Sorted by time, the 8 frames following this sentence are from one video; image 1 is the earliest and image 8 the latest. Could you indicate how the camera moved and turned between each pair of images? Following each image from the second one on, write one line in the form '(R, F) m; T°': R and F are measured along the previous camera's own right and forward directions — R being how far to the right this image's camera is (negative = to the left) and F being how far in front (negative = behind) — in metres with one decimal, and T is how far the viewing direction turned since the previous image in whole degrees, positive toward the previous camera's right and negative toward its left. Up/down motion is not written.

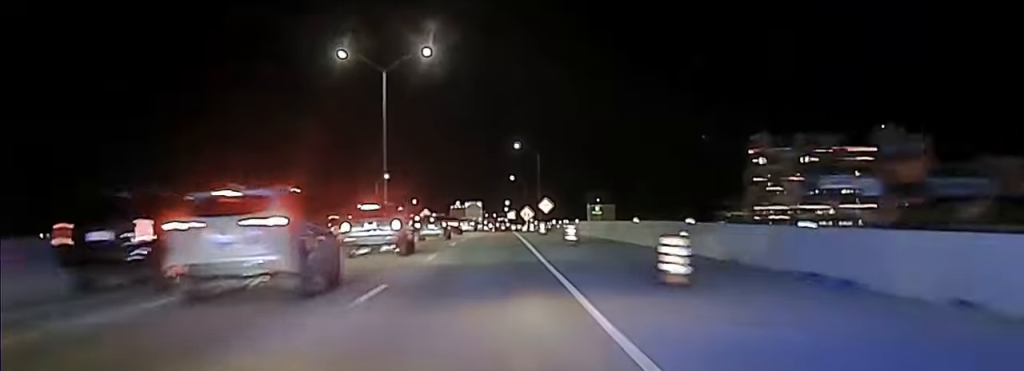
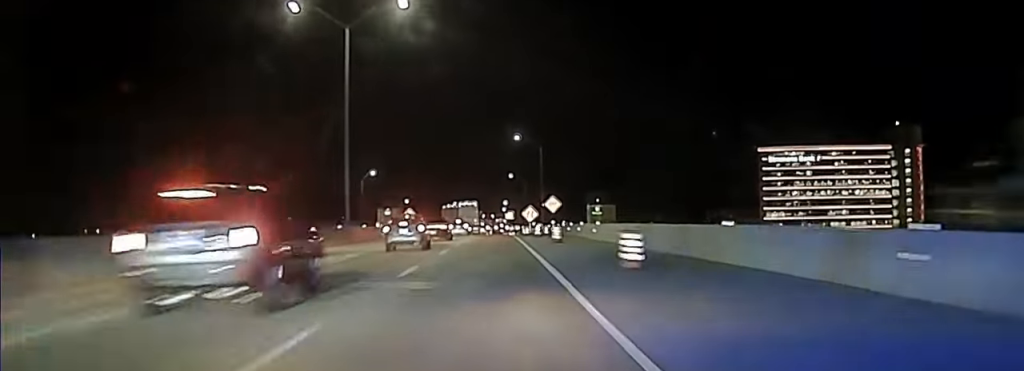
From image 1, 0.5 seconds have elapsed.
(+0.1, +19.6) m; 0°
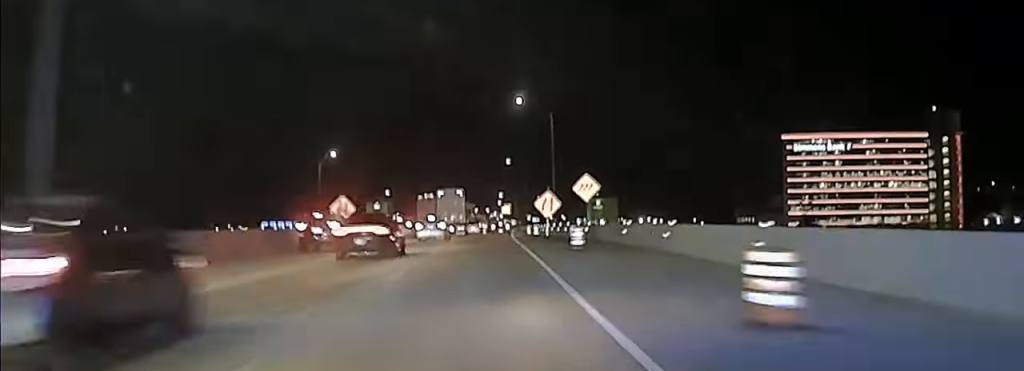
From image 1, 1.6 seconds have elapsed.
(-0.1, +41.4) m; 0°
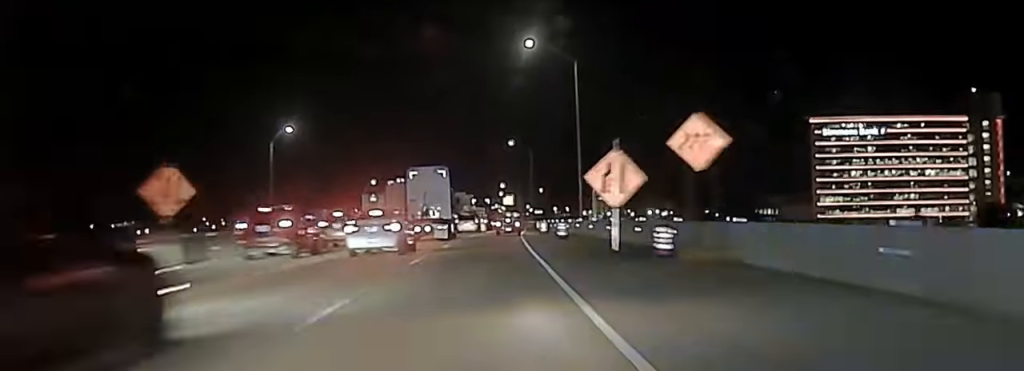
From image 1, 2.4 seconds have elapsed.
(+0.1, +29.1) m; 0°
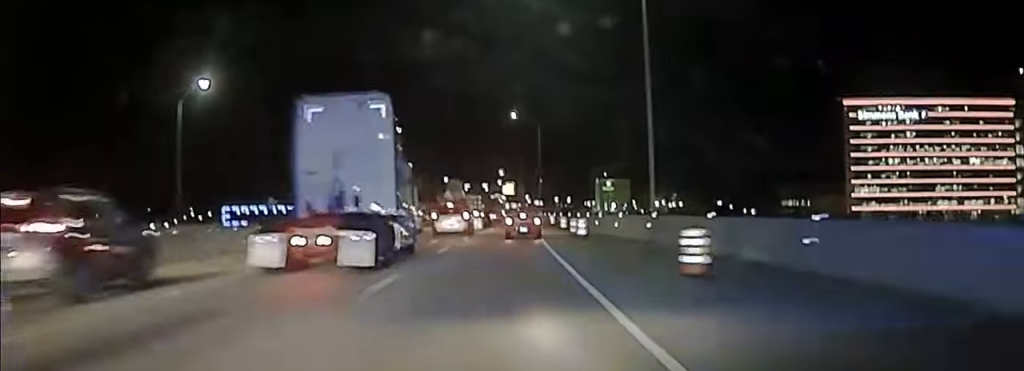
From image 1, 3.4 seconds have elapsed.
(+0.2, +30.6) m; 0°
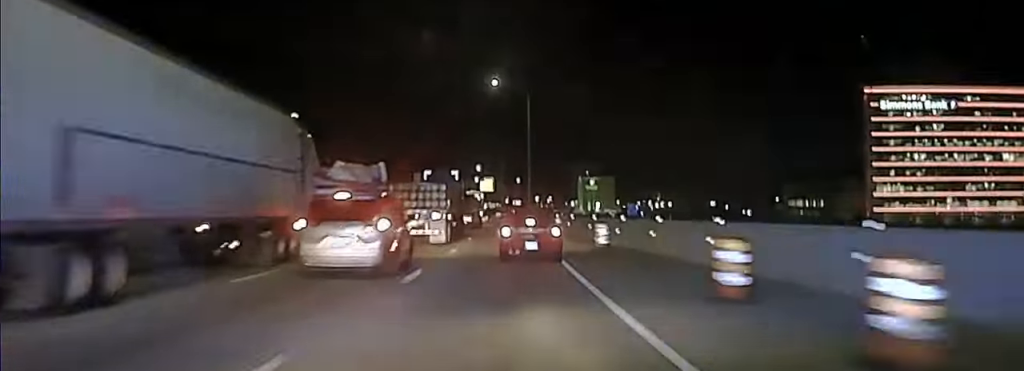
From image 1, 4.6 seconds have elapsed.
(0.0, +35.3) m; 0°
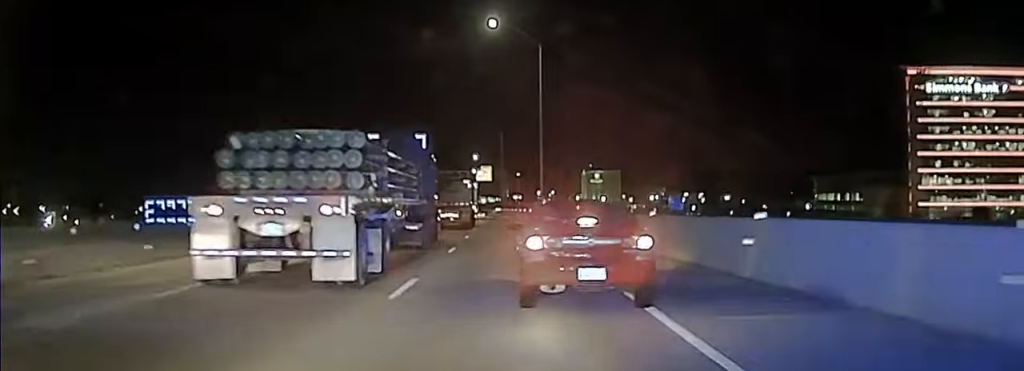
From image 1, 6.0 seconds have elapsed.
(+0.2, +31.2) m; +1°
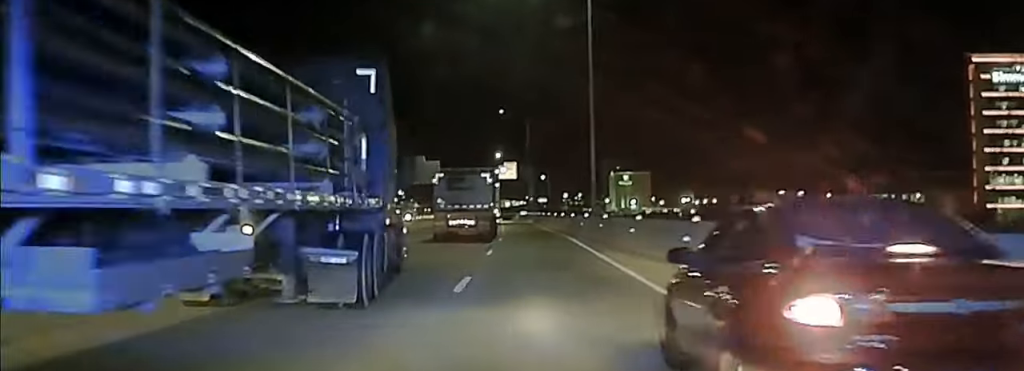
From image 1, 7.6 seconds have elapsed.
(-0.1, +29.4) m; -1°
